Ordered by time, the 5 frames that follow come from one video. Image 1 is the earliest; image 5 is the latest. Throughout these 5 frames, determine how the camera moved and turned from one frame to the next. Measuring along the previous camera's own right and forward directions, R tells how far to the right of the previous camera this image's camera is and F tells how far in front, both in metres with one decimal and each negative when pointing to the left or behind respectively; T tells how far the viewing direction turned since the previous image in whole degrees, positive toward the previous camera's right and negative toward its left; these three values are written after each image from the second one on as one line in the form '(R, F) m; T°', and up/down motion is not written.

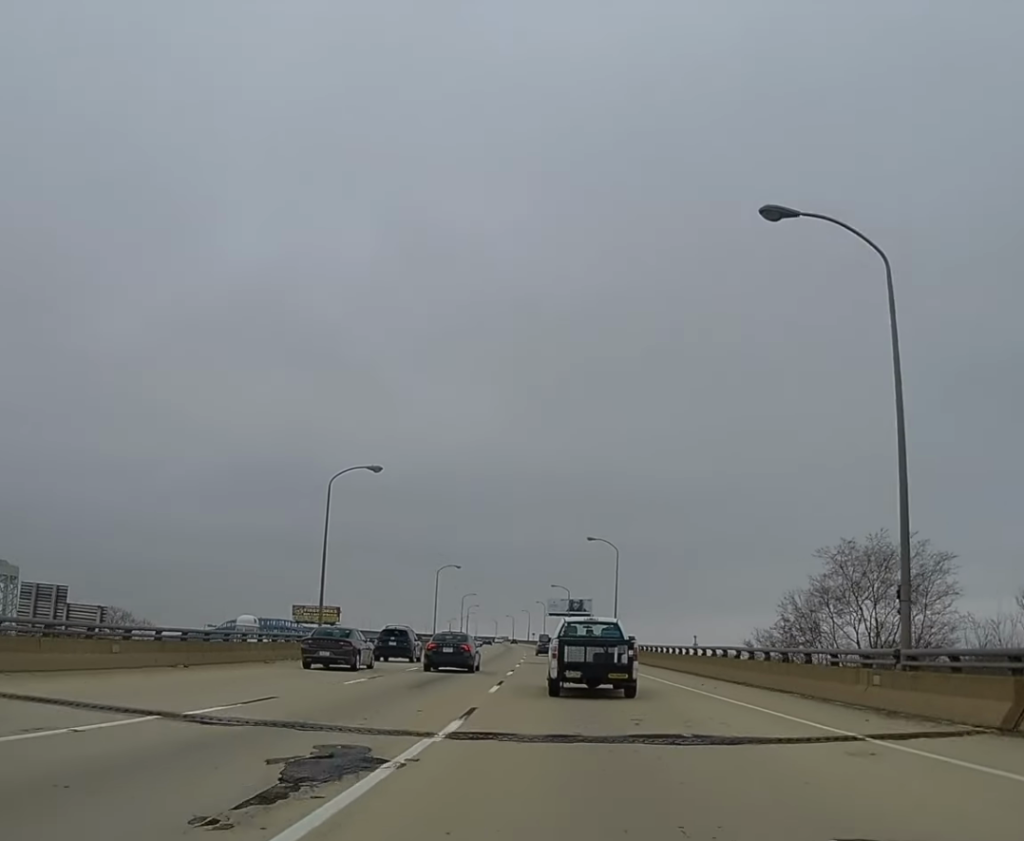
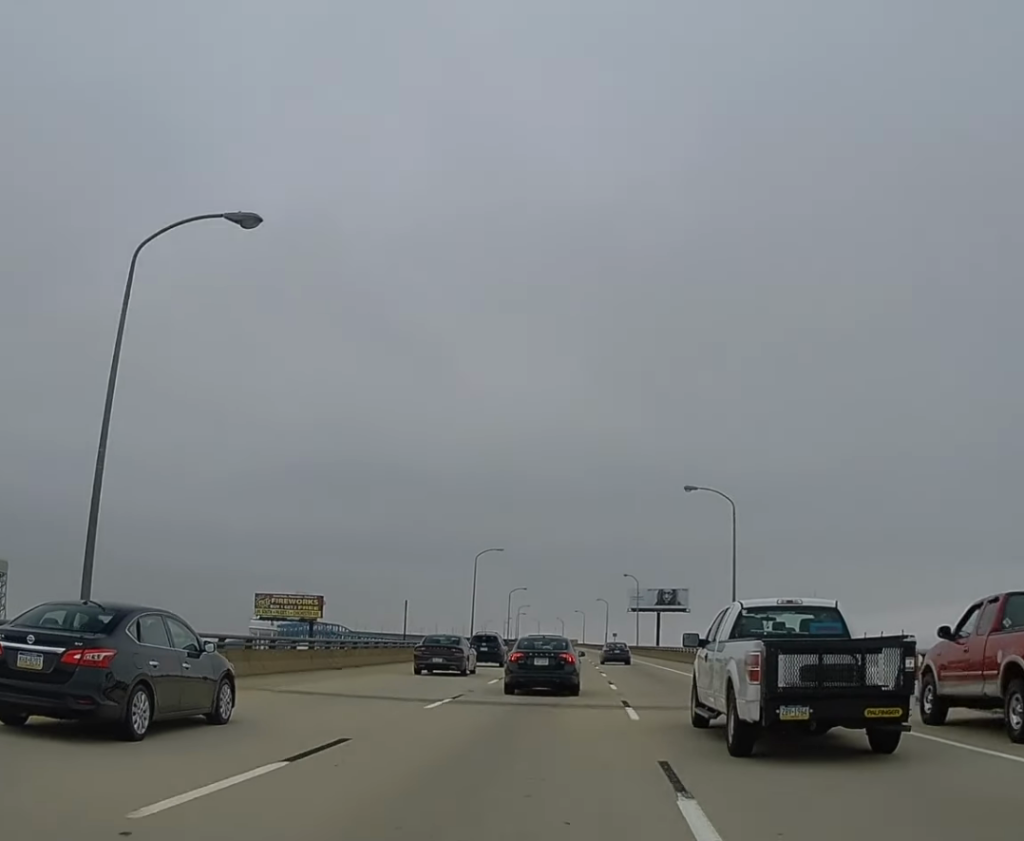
(-2.9, +105.4) m; -4°
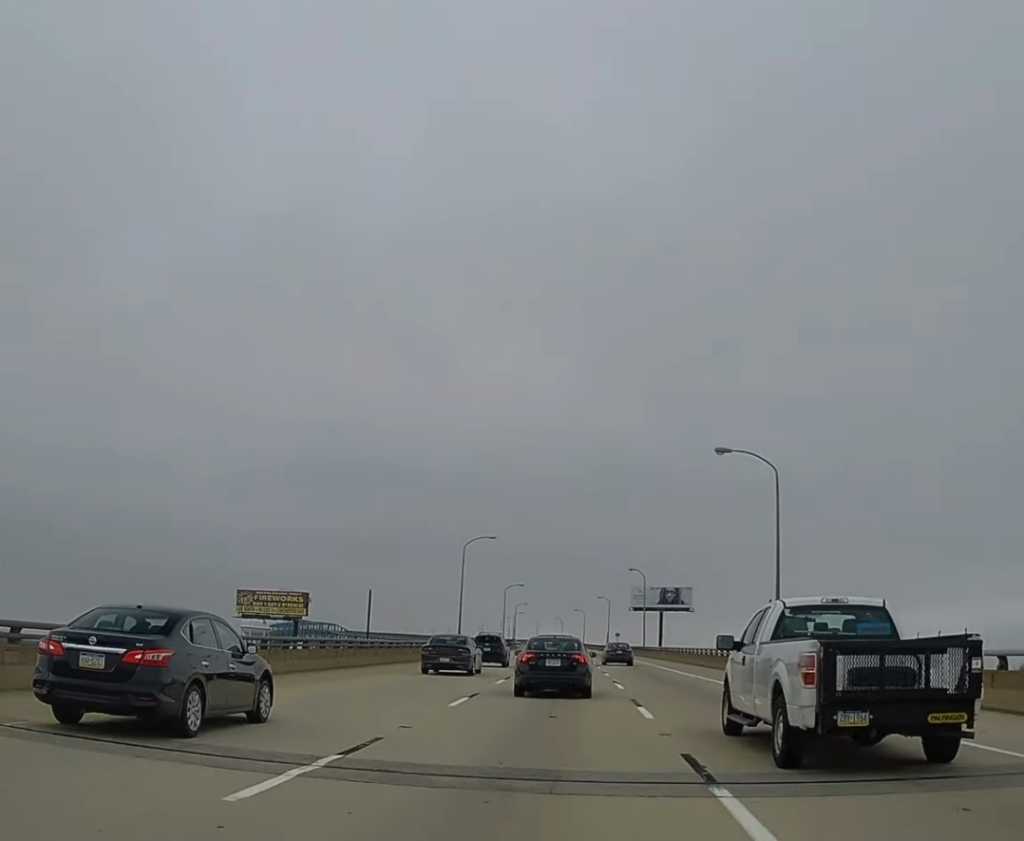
(-0.1, +11.3) m; 0°
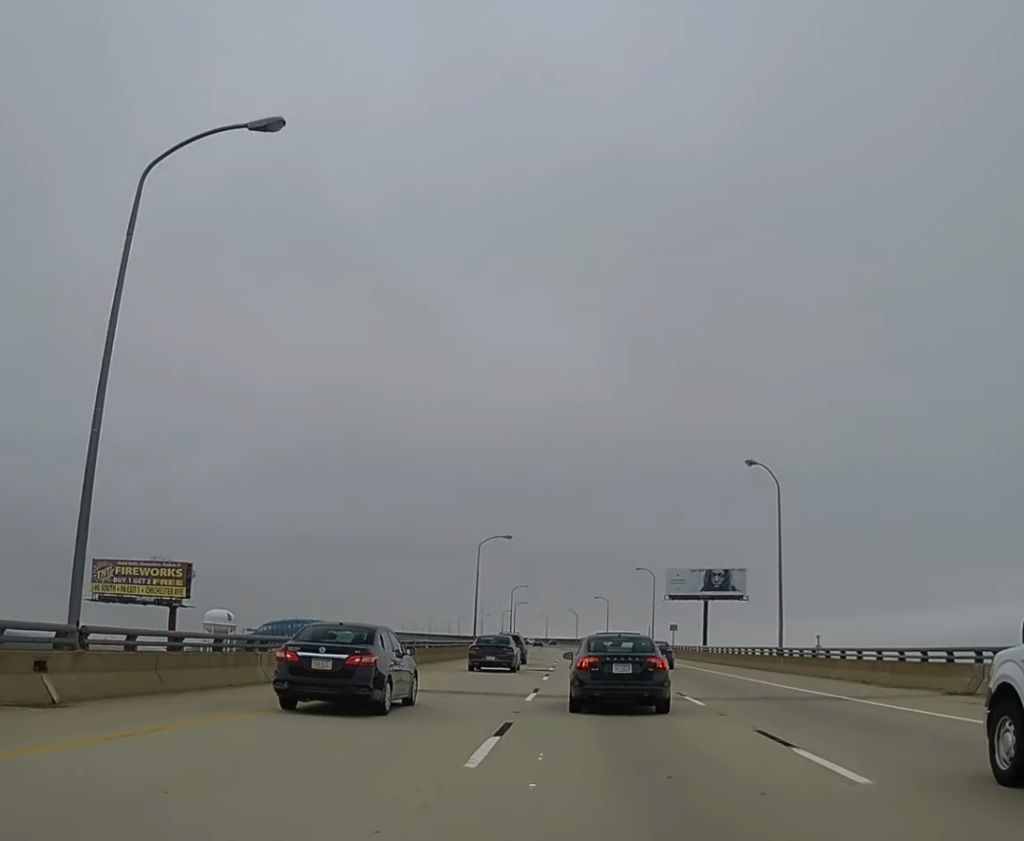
(-0.1, +68.2) m; -1°
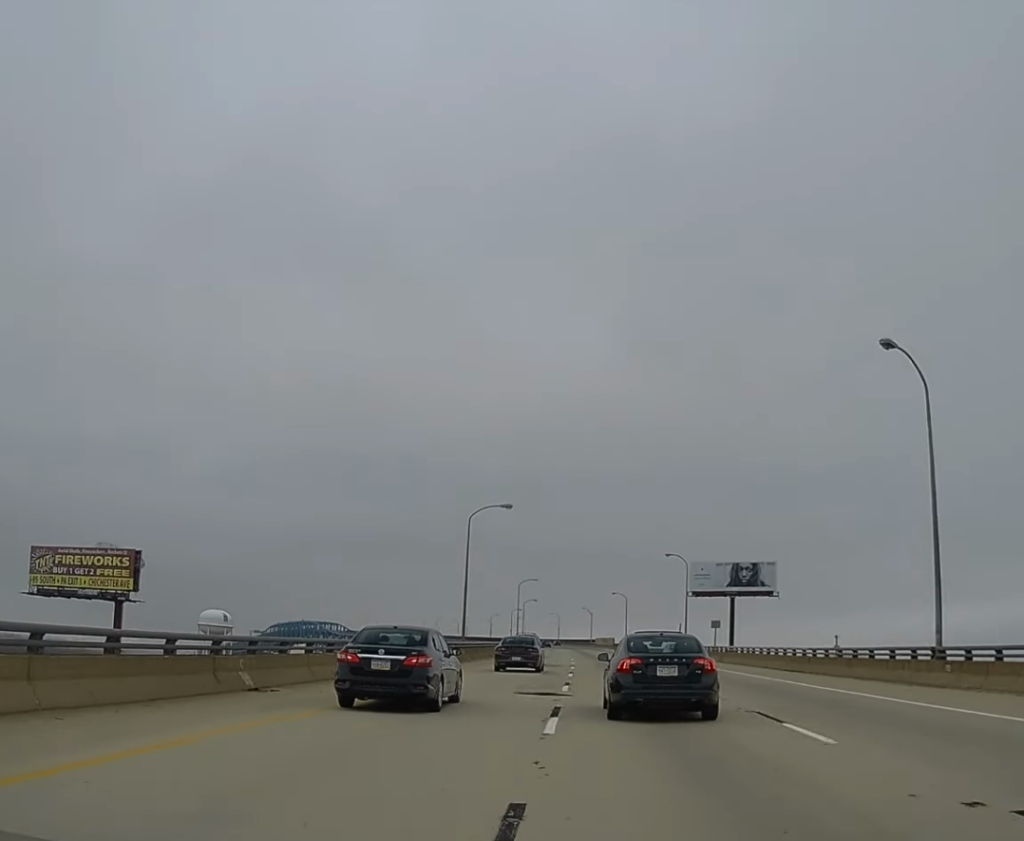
(-0.1, +19.3) m; 0°
